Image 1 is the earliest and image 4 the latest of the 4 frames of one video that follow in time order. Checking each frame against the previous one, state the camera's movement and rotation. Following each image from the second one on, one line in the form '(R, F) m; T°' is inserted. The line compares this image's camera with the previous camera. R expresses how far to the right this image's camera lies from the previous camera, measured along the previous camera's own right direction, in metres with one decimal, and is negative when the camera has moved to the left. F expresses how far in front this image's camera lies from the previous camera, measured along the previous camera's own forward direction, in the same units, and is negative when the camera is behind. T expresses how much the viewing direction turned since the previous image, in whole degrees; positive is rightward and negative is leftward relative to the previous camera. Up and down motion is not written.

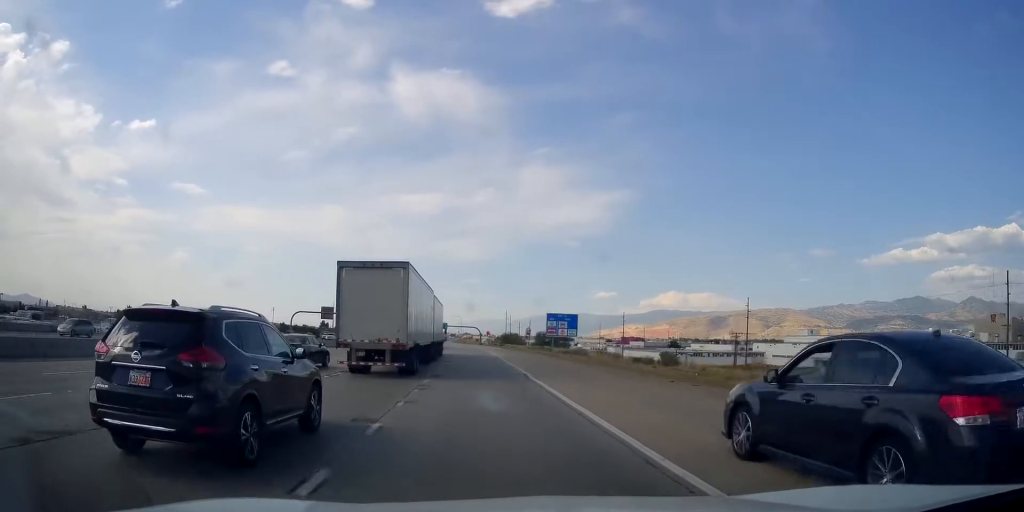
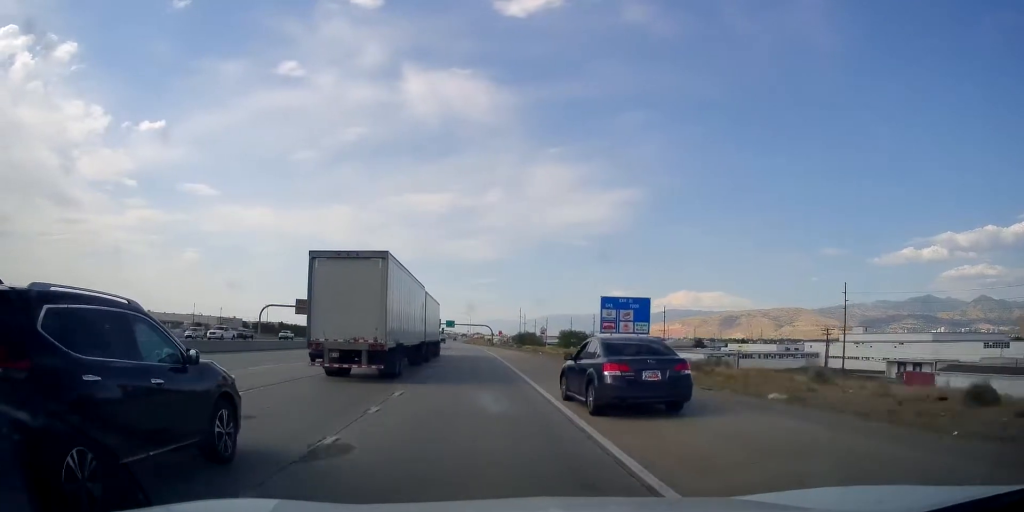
(-0.4, +32.4) m; -2°
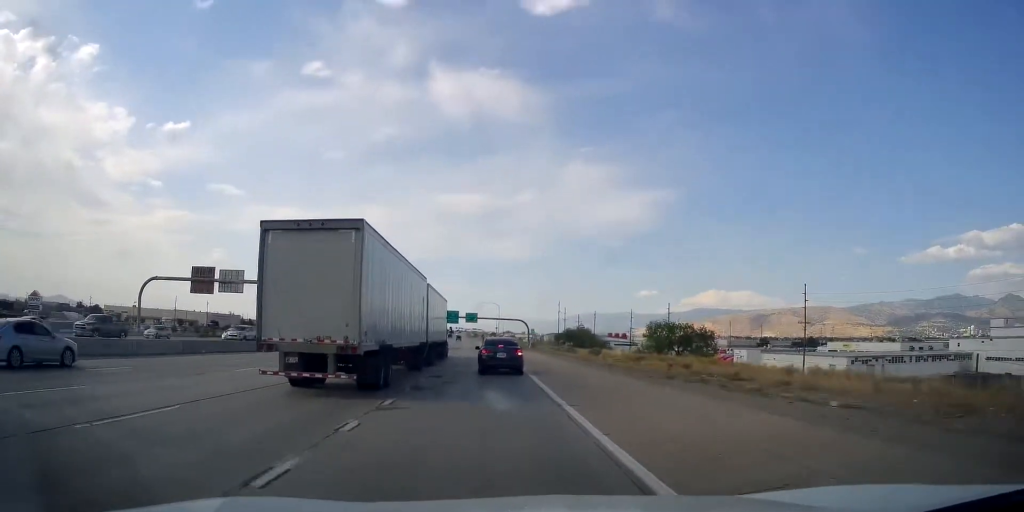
(-1.2, +63.1) m; -2°
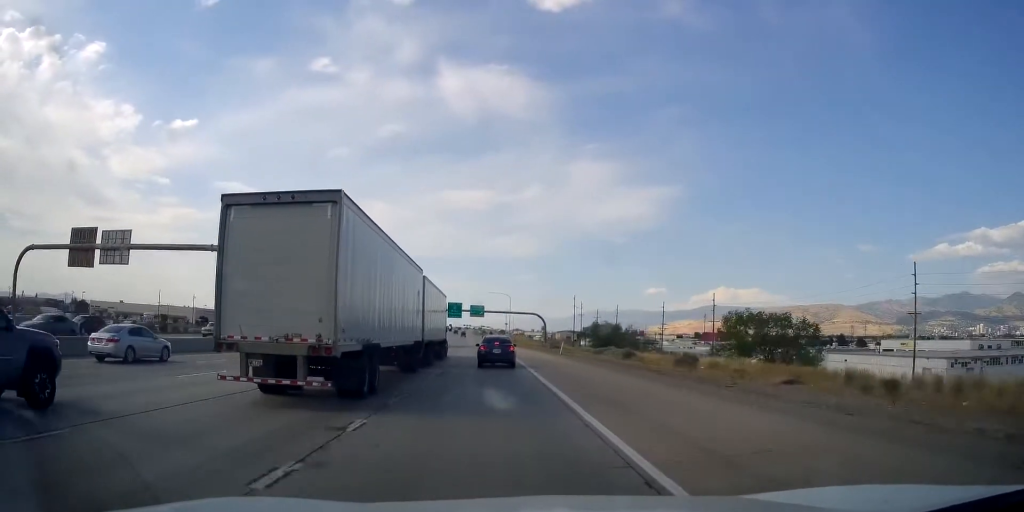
(-0.4, +28.9) m; -1°
